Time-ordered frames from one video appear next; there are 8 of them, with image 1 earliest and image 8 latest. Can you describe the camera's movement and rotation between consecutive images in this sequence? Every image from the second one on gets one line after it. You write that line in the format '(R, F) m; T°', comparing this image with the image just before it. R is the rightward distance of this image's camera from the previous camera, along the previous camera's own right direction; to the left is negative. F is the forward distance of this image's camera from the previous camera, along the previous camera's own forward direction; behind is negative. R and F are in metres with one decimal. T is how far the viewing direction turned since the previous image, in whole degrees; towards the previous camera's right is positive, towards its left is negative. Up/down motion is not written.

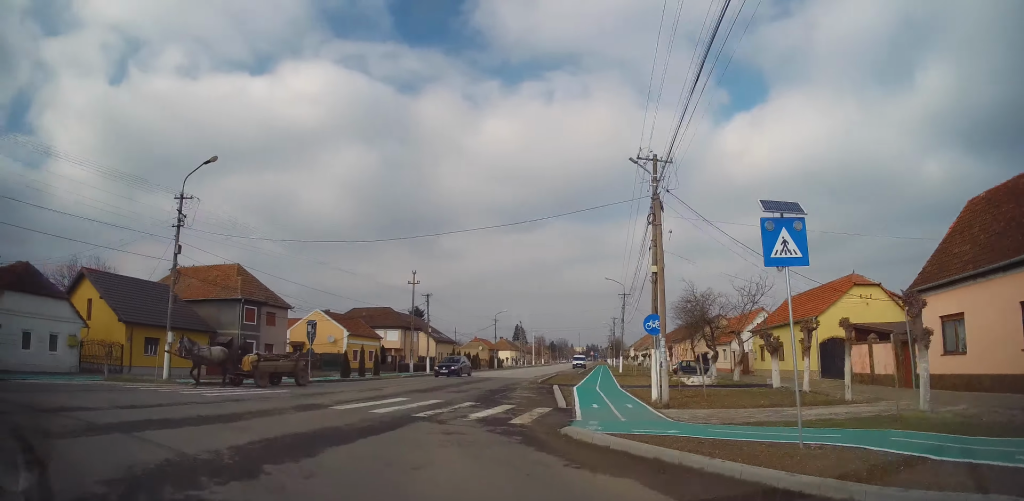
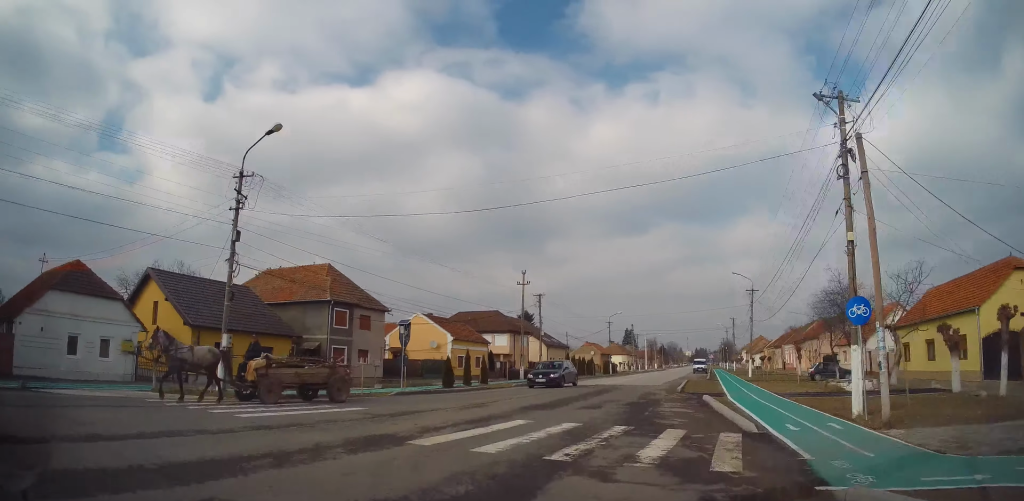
(-0.5, +4.6) m; -6°
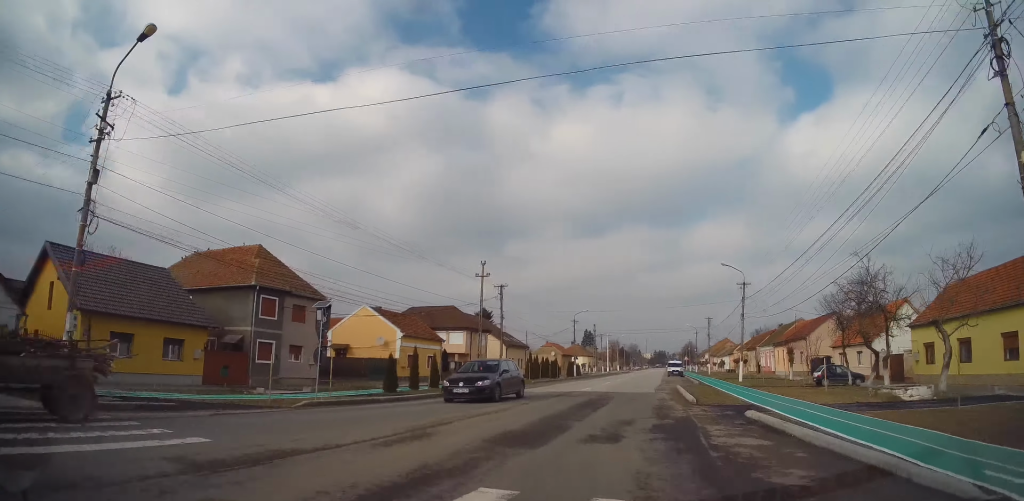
(-0.2, +6.0) m; +3°
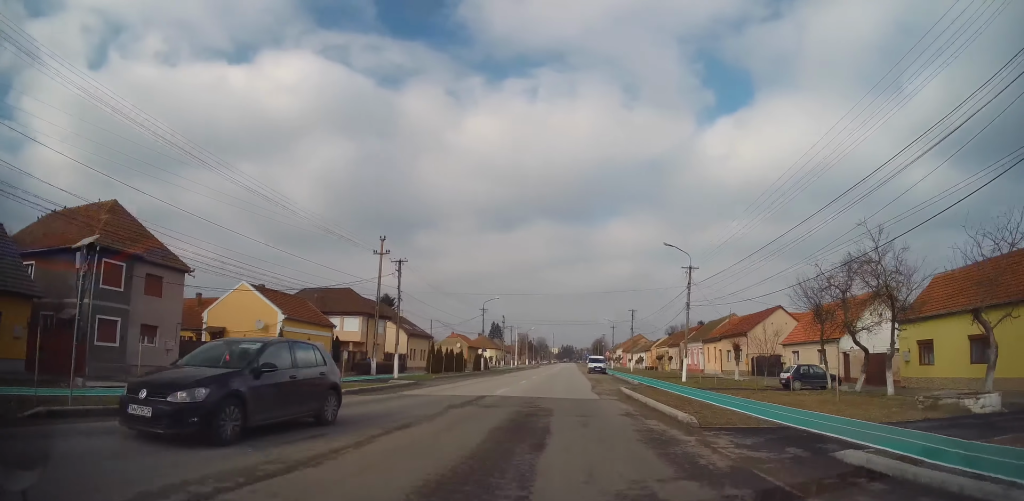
(+0.5, +6.4) m; +6°
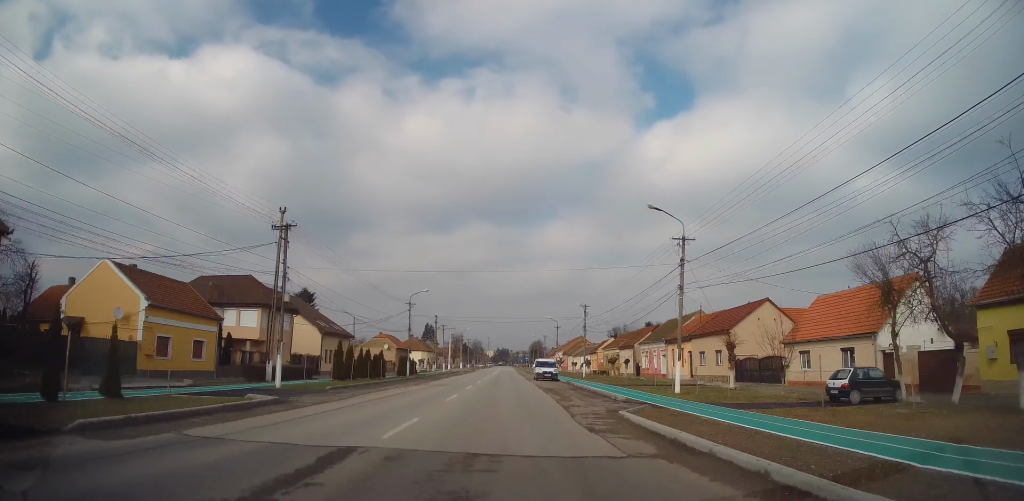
(+0.6, +10.0) m; +6°
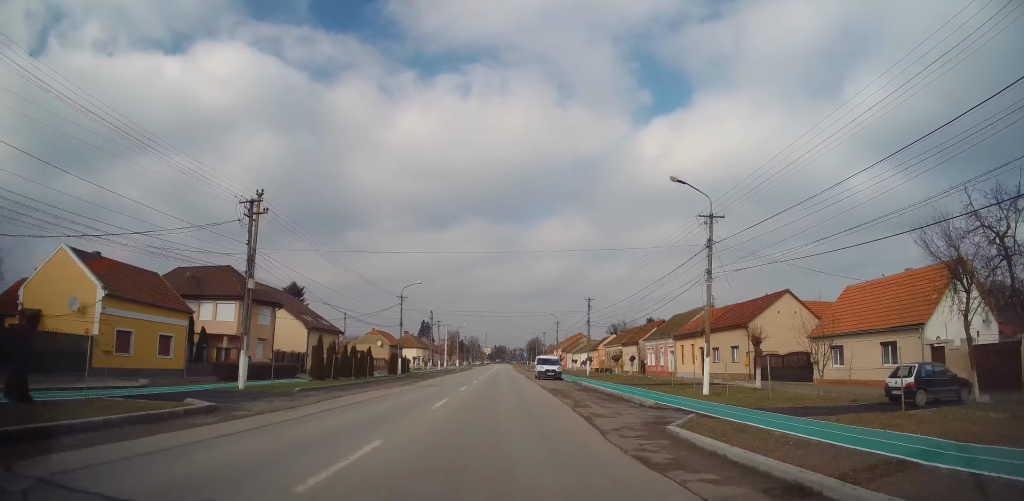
(0.0, +3.8) m; +1°
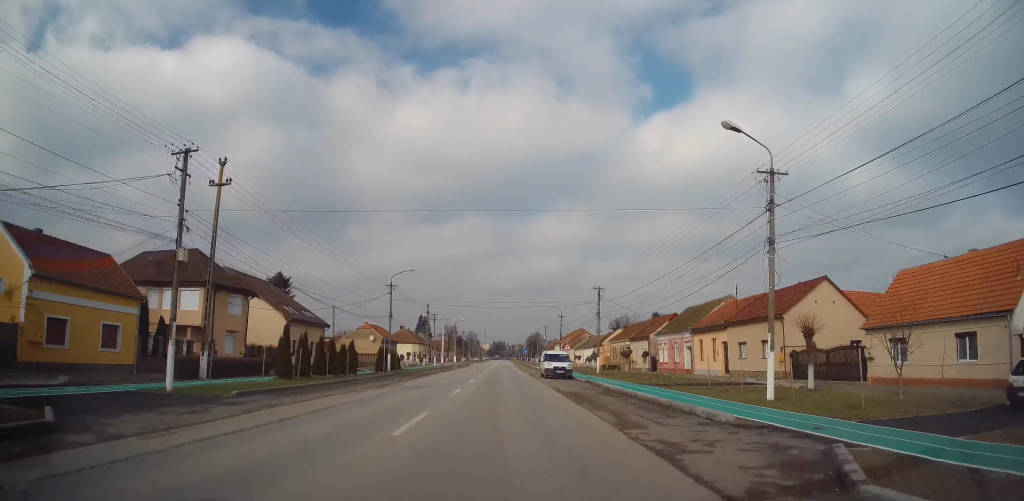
(+0.2, +5.5) m; +2°
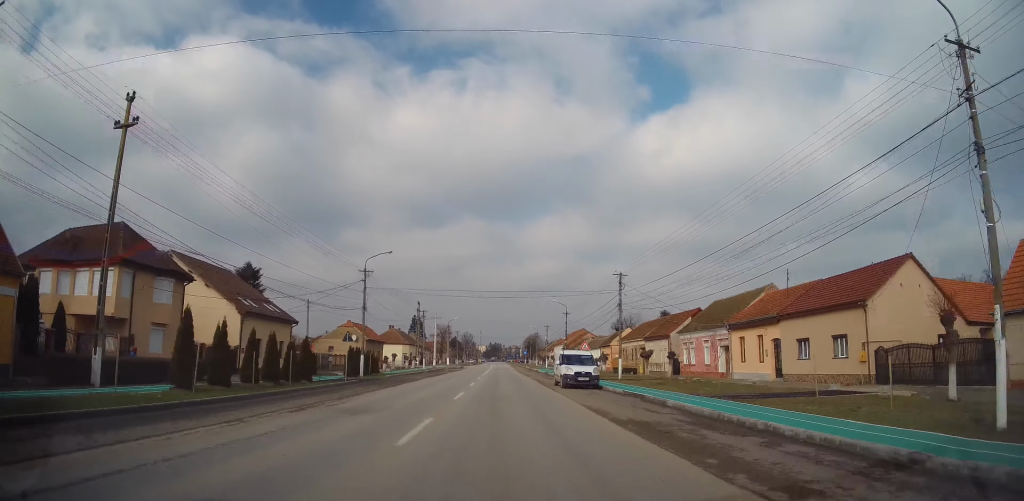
(+0.2, +9.0) m; 0°
